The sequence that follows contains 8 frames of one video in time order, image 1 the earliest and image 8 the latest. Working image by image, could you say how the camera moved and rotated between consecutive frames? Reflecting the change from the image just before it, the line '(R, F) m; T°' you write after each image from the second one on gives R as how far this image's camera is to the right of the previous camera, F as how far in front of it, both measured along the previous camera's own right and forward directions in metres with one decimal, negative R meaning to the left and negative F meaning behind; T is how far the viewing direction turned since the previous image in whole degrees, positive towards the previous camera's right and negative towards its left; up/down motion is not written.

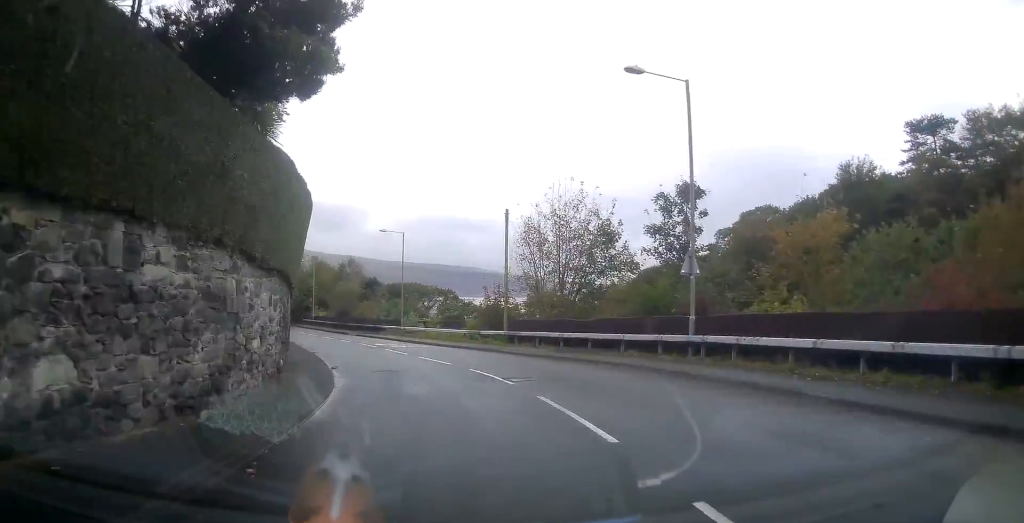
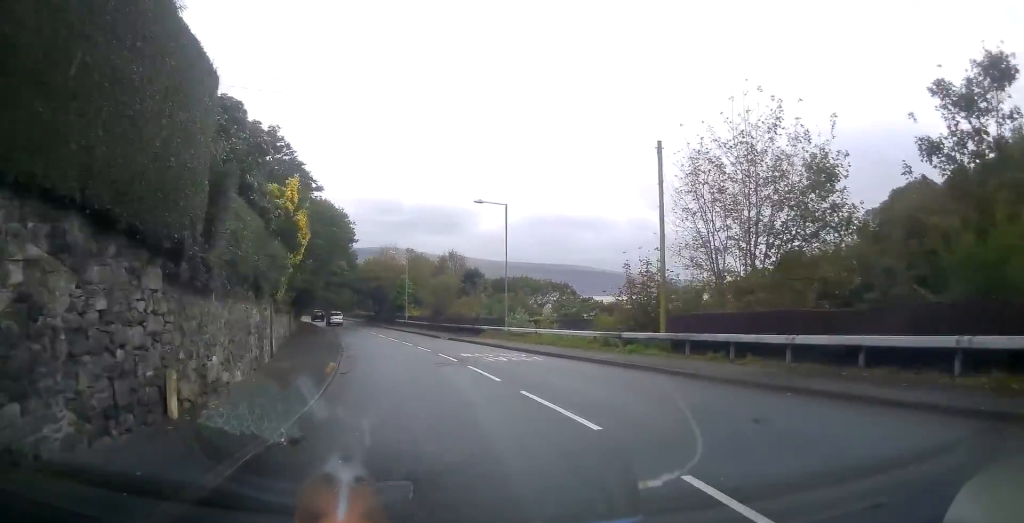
(-0.8, +12.5) m; -8°
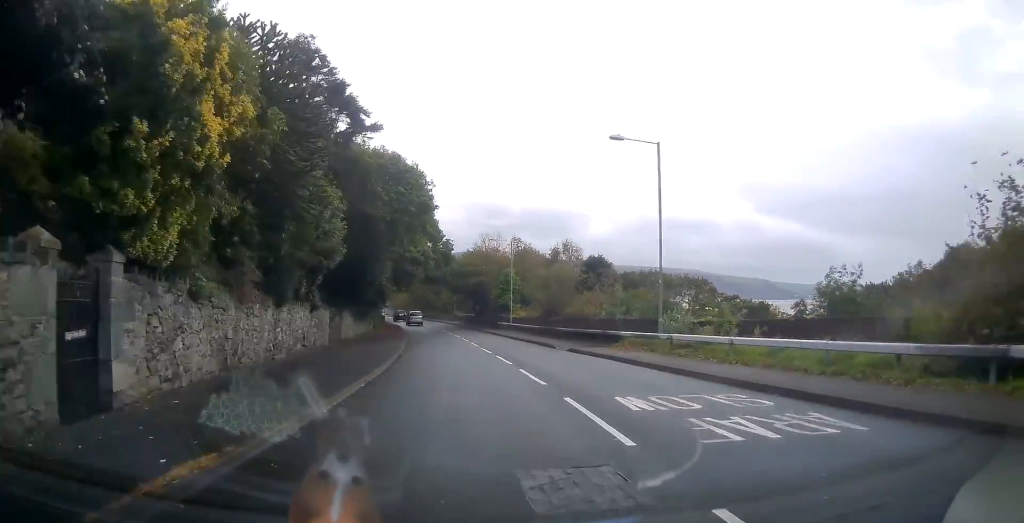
(-1.0, +14.1) m; -7°
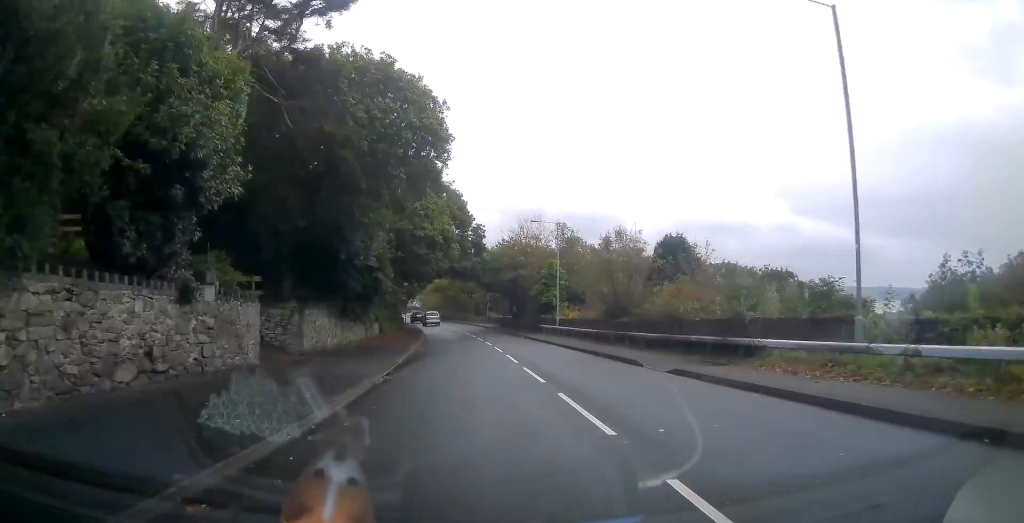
(-0.6, +11.3) m; -4°
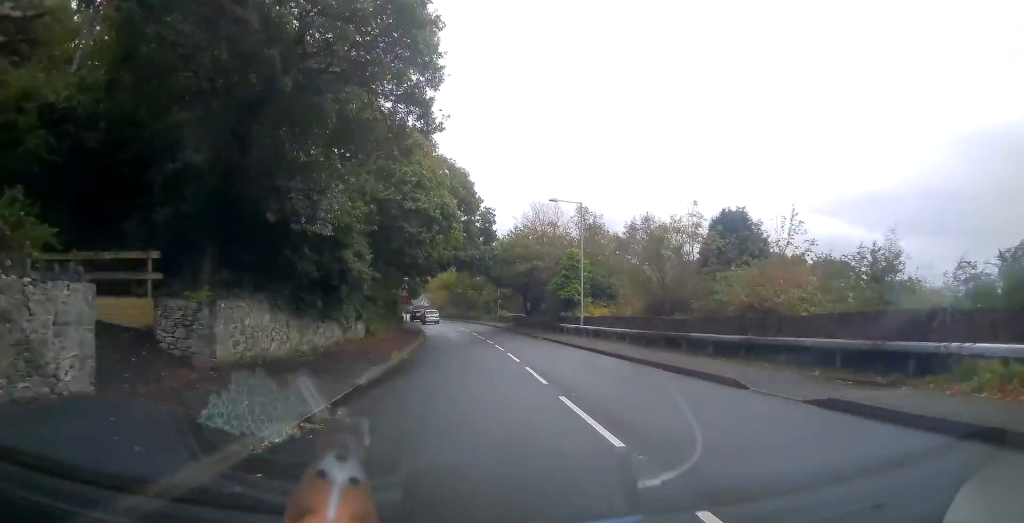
(-0.1, +7.3) m; -1°
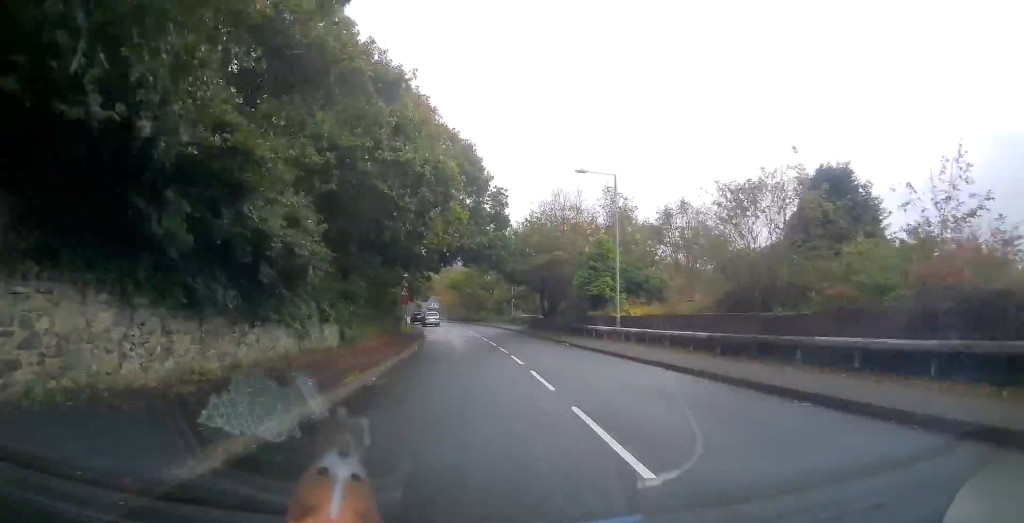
(-0.1, +7.7) m; -1°
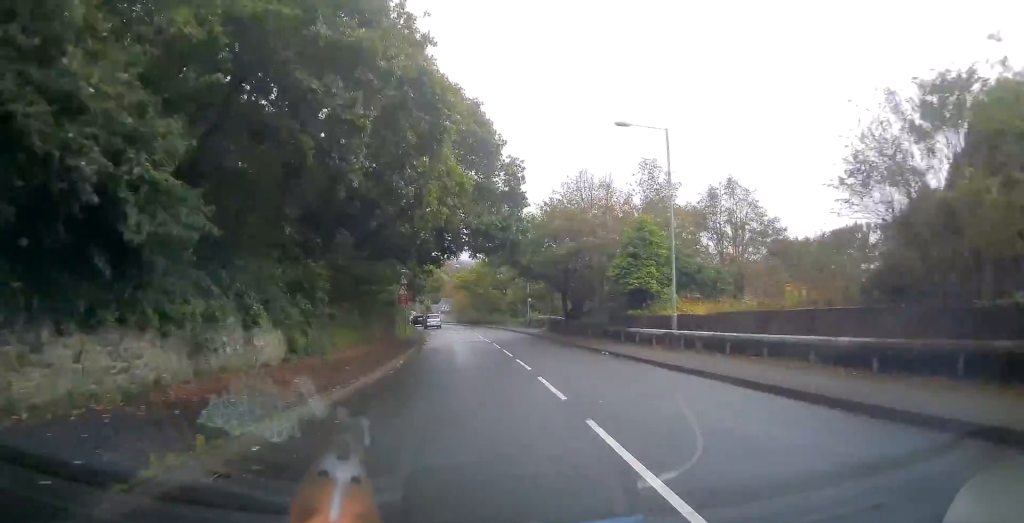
(-0.1, +7.7) m; -1°
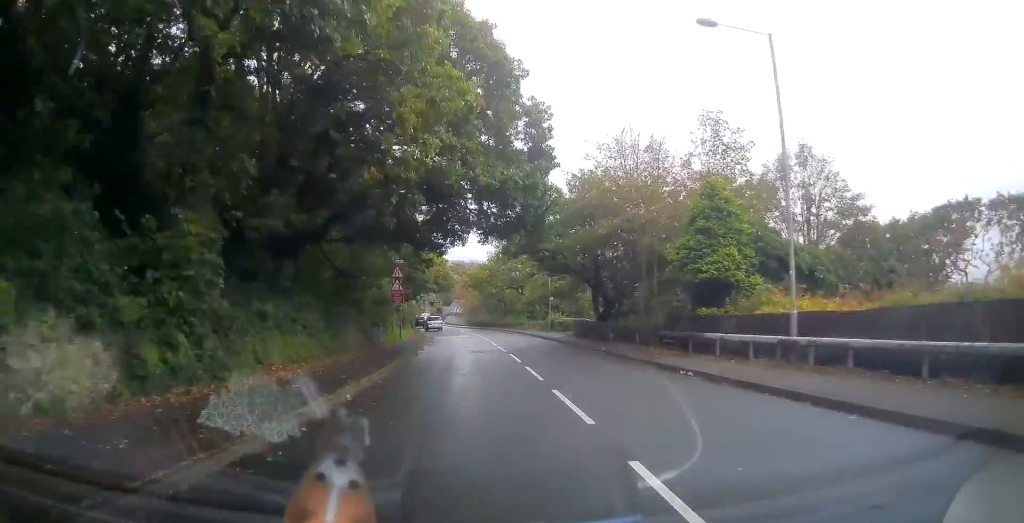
(0.0, +8.6) m; -1°
